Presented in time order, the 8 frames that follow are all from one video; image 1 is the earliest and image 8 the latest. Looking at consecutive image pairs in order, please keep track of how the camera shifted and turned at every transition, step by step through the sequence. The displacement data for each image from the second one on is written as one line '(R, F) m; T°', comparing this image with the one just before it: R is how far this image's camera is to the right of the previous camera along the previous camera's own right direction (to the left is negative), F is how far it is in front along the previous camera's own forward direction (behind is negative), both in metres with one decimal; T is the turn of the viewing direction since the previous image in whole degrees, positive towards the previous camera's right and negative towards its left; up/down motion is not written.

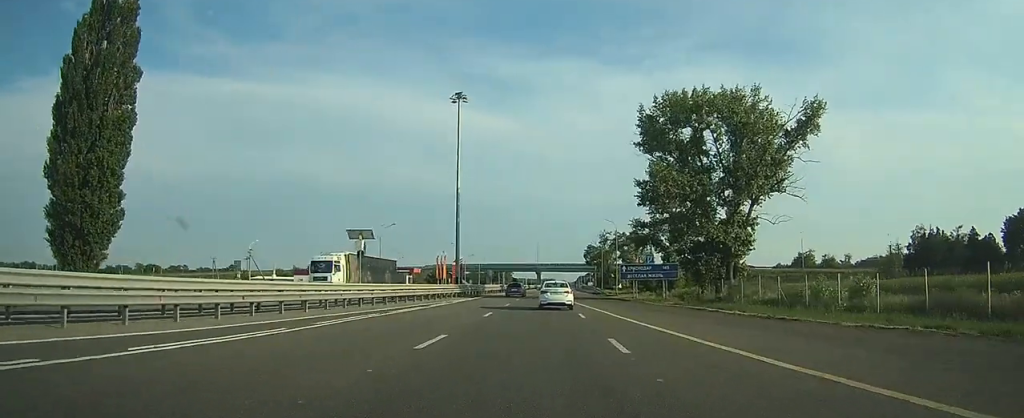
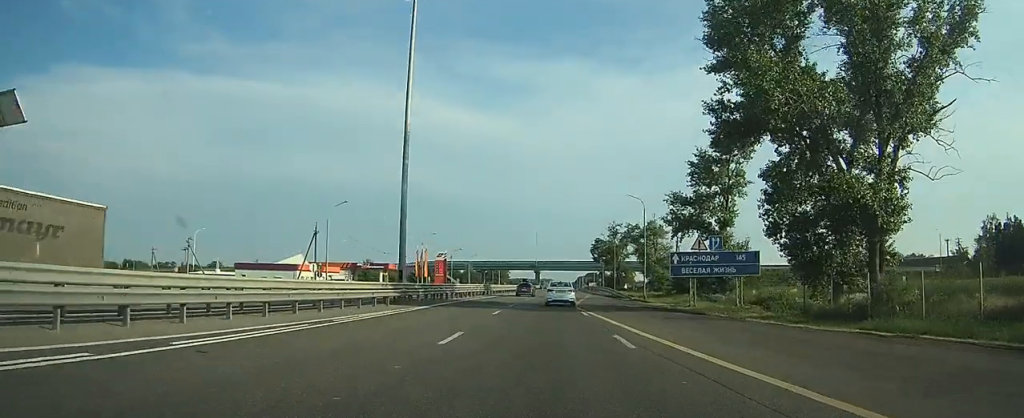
(+0.2, +22.9) m; 0°
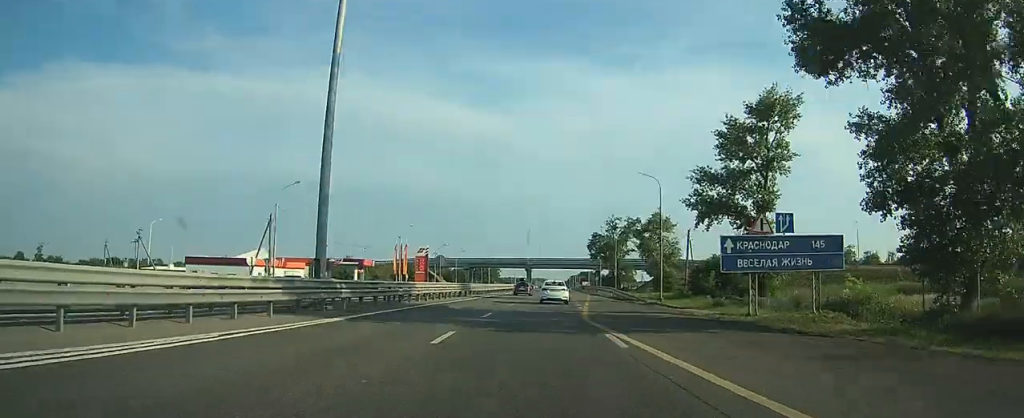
(+0.2, +11.9) m; -1°
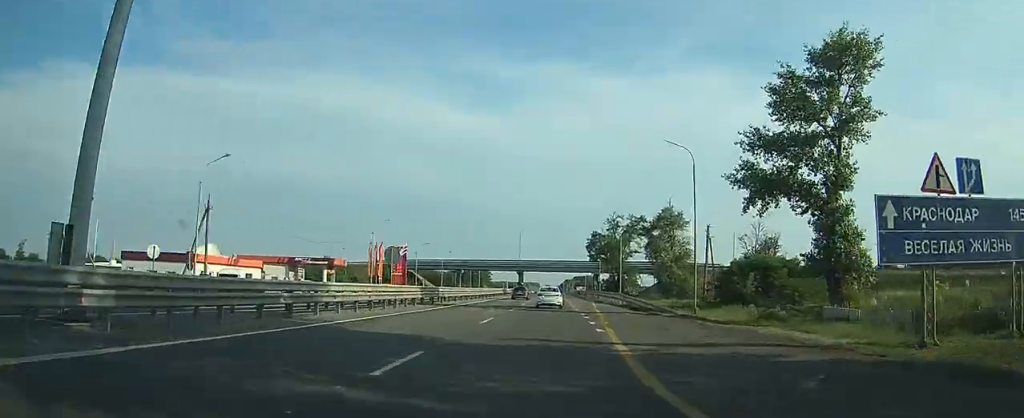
(-0.4, +12.9) m; +1°
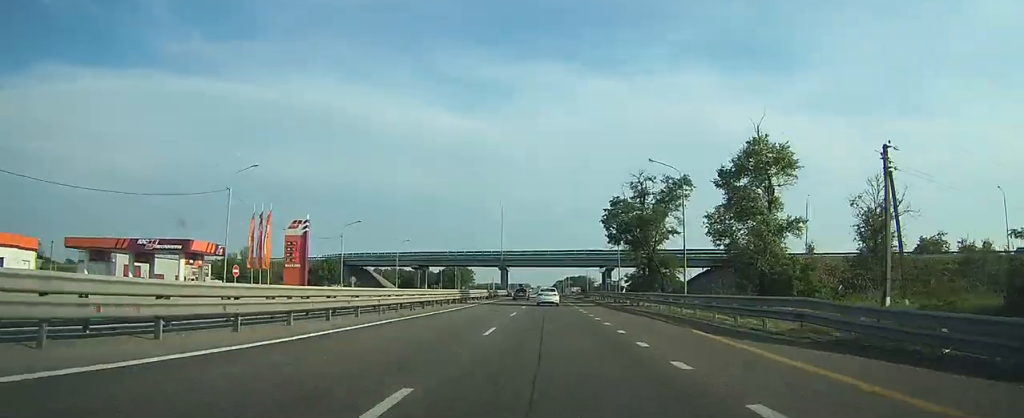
(+1.9, +39.9) m; +4°
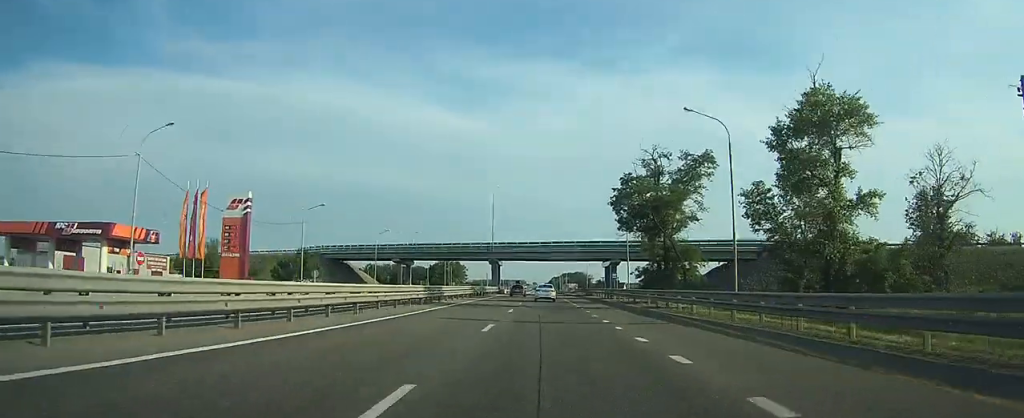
(-0.1, +11.9) m; -1°
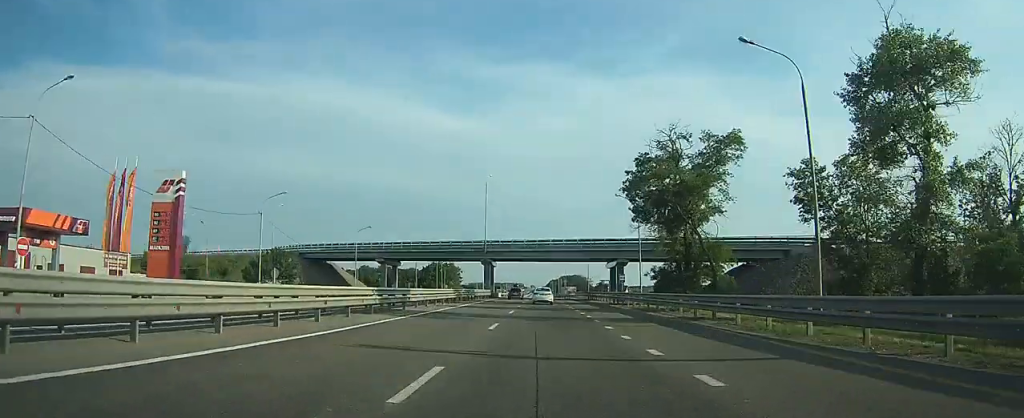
(0.0, +9.8) m; 0°
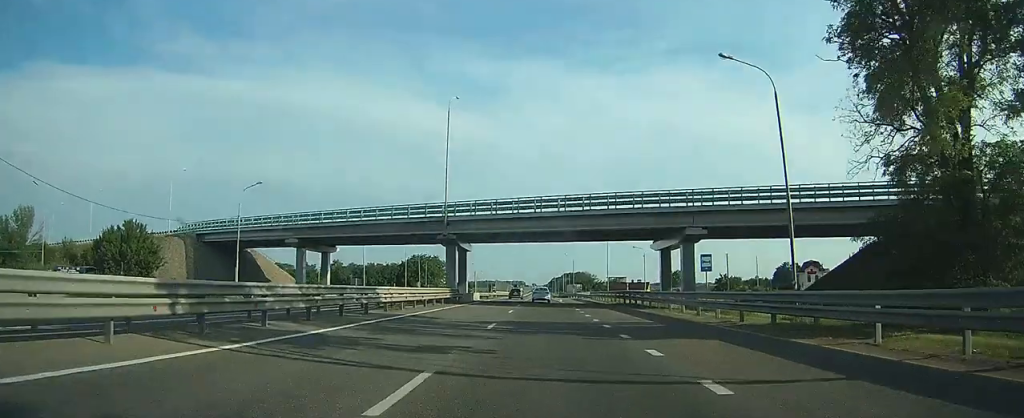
(0.0, +36.5) m; 0°
